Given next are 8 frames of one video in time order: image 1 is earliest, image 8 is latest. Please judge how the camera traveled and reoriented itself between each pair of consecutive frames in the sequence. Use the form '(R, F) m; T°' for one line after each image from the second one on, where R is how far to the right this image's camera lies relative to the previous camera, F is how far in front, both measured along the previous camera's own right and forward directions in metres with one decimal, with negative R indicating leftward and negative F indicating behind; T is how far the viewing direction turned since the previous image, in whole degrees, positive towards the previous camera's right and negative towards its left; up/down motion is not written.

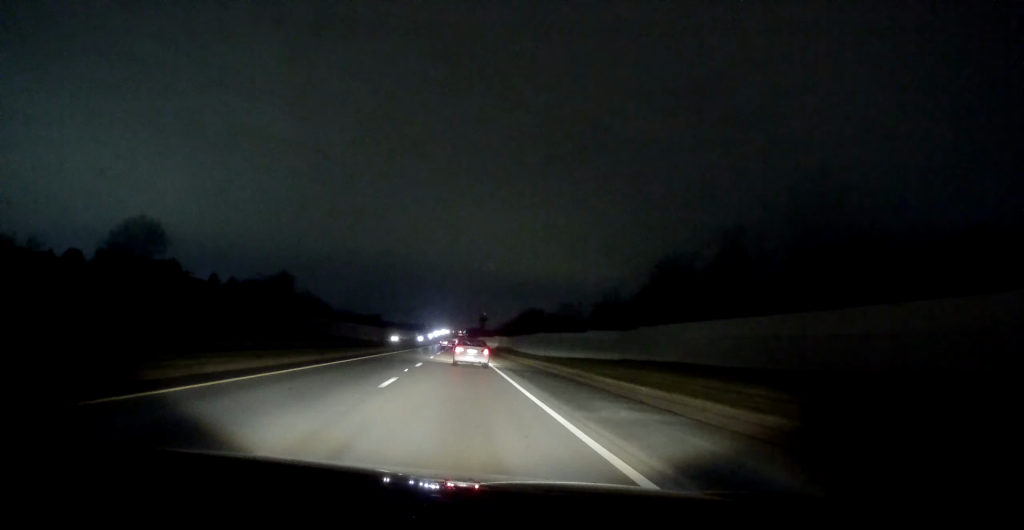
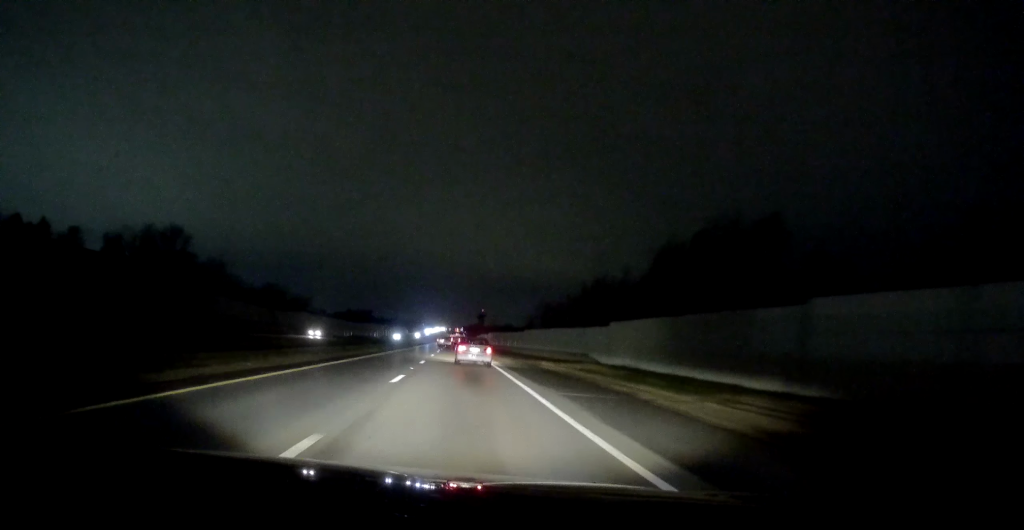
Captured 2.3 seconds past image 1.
(+0.6, +71.9) m; 0°
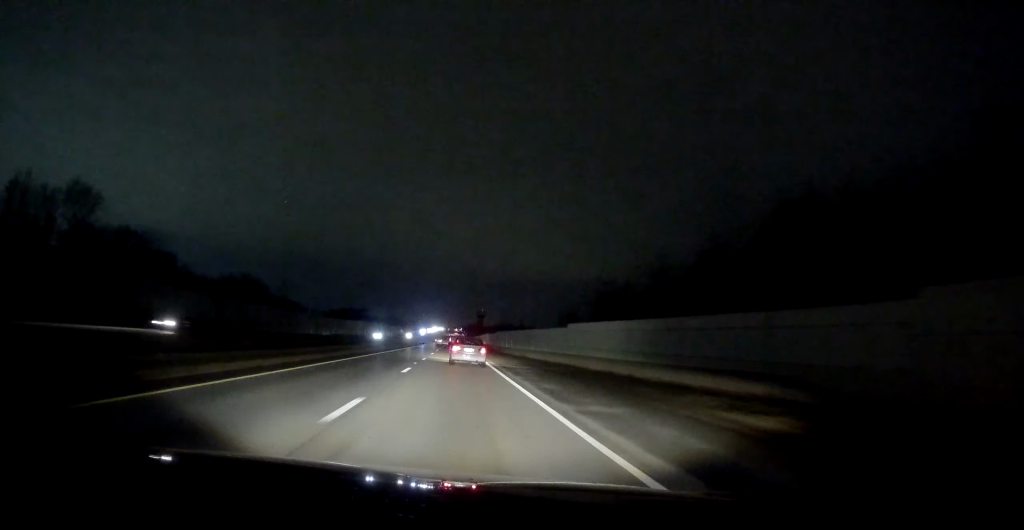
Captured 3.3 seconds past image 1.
(+0.1, +32.2) m; +1°
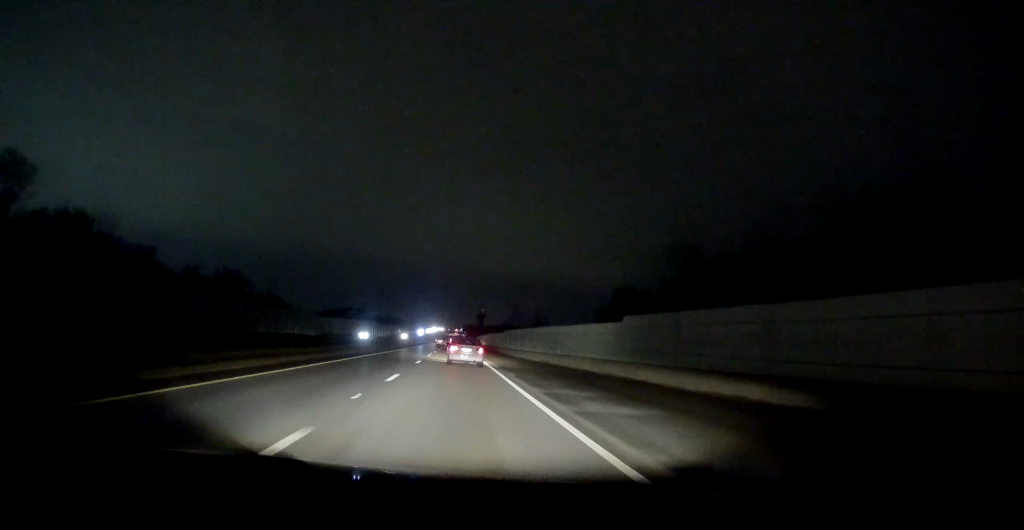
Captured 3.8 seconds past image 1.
(+0.6, +16.6) m; 0°
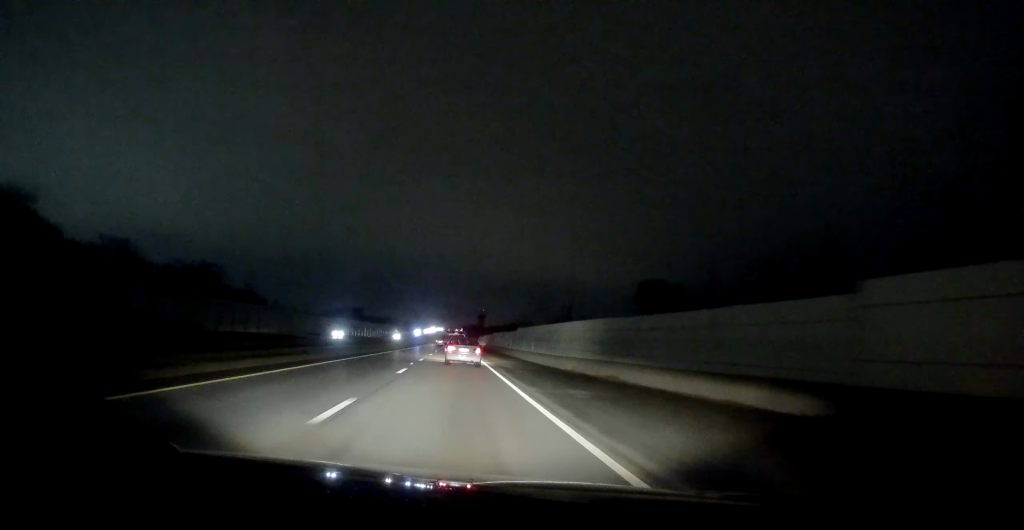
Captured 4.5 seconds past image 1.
(-0.6, +20.6) m; -1°
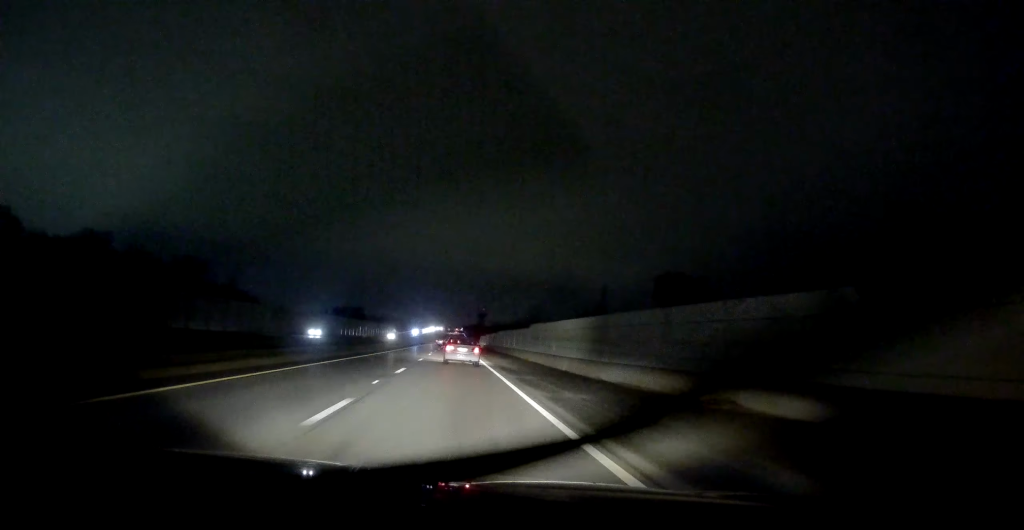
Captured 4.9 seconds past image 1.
(-0.3, +12.3) m; 0°
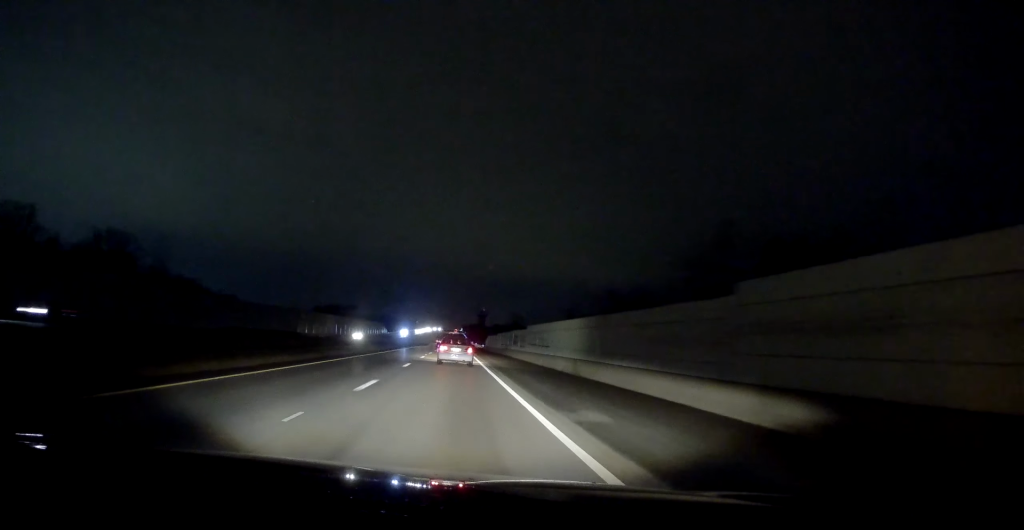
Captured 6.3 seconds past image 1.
(+0.8, +43.9) m; +1°
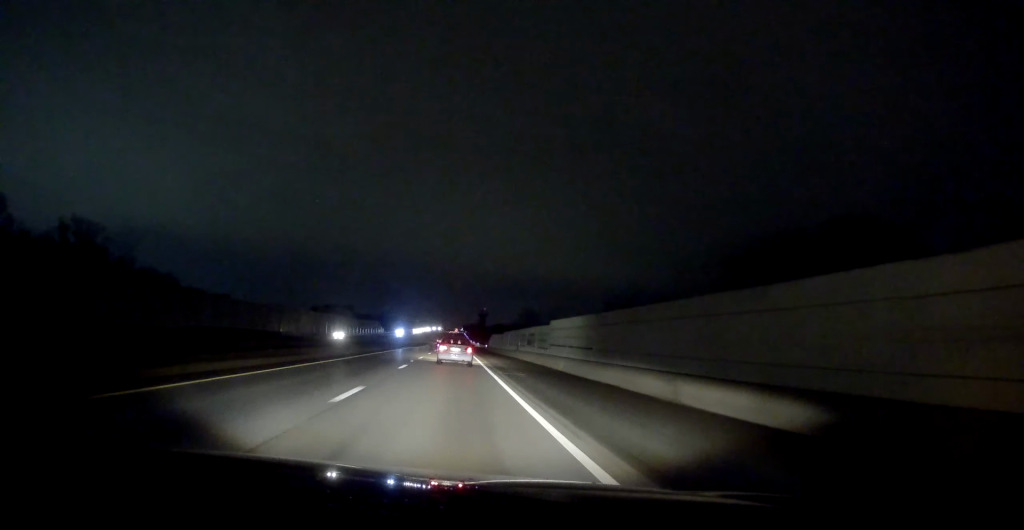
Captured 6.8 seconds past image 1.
(+0.1, +15.2) m; 0°
